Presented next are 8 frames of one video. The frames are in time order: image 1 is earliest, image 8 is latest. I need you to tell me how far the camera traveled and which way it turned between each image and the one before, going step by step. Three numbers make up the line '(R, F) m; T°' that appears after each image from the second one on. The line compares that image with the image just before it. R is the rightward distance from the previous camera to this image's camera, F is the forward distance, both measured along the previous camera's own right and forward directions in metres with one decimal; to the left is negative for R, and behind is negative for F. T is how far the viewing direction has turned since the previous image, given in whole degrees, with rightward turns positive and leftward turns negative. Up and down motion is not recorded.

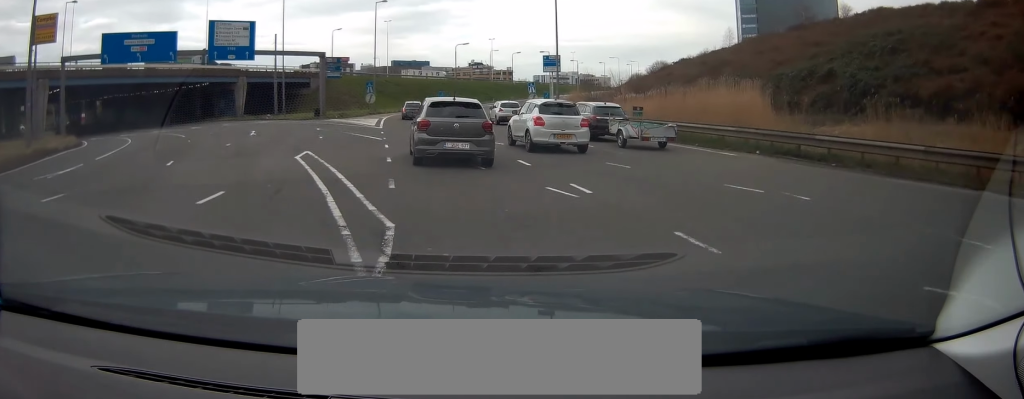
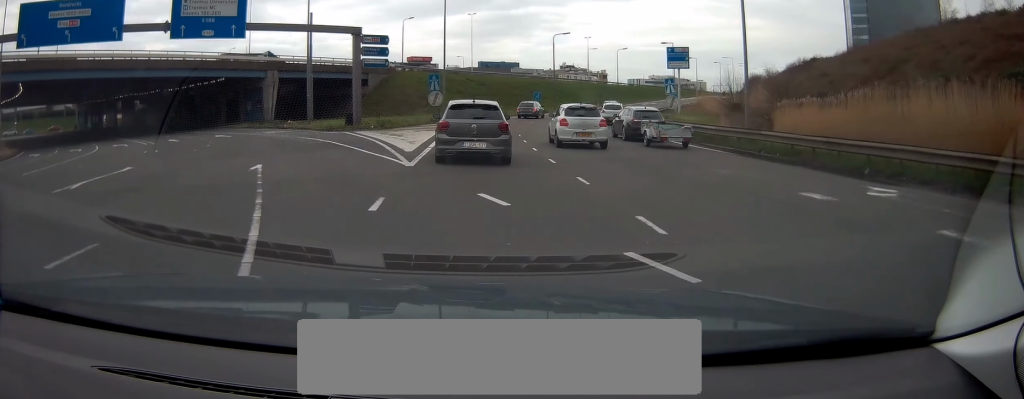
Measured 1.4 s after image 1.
(-1.5, +18.7) m; -7°
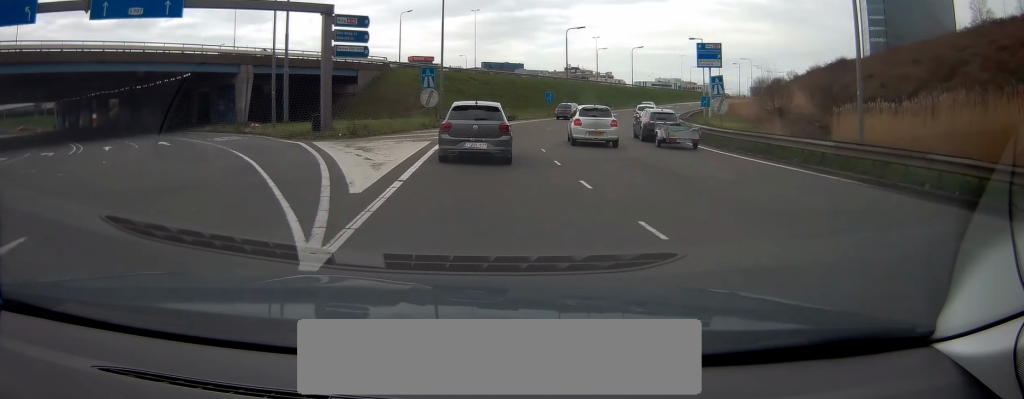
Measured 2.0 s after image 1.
(-0.2, +8.1) m; -1°
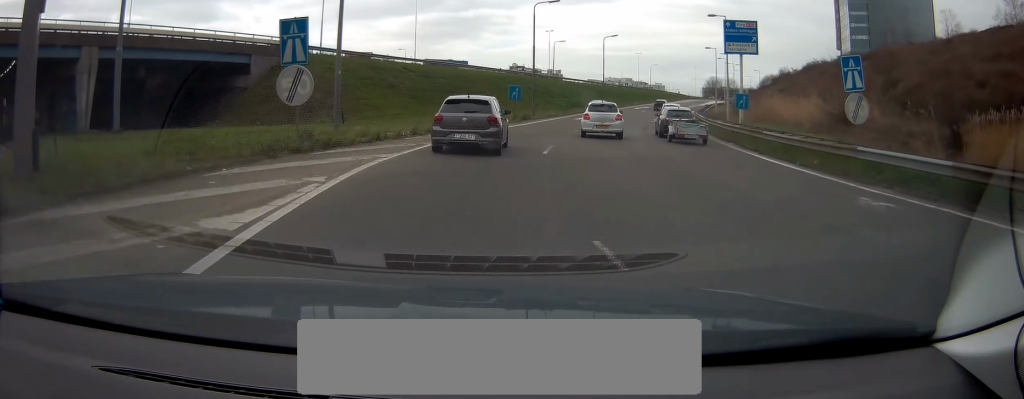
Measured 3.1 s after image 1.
(+0.1, +17.6) m; +3°
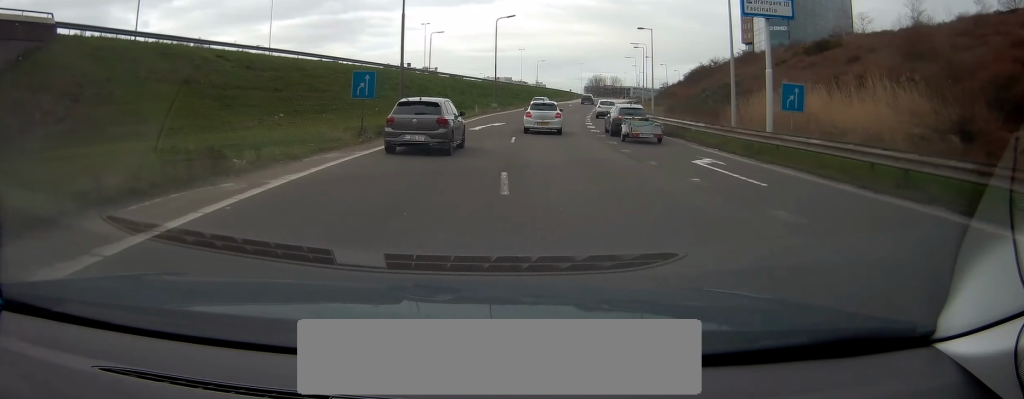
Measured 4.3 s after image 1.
(+1.0, +18.8) m; +8°
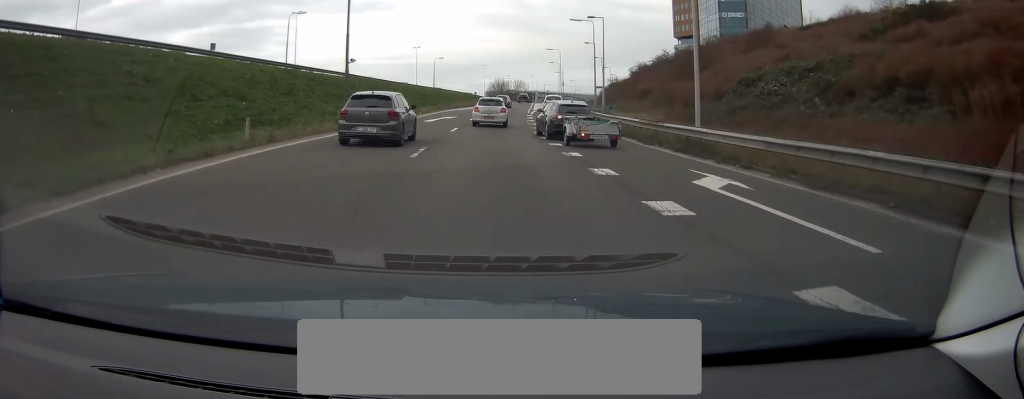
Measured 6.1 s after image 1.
(+4.2, +31.3) m; +13°
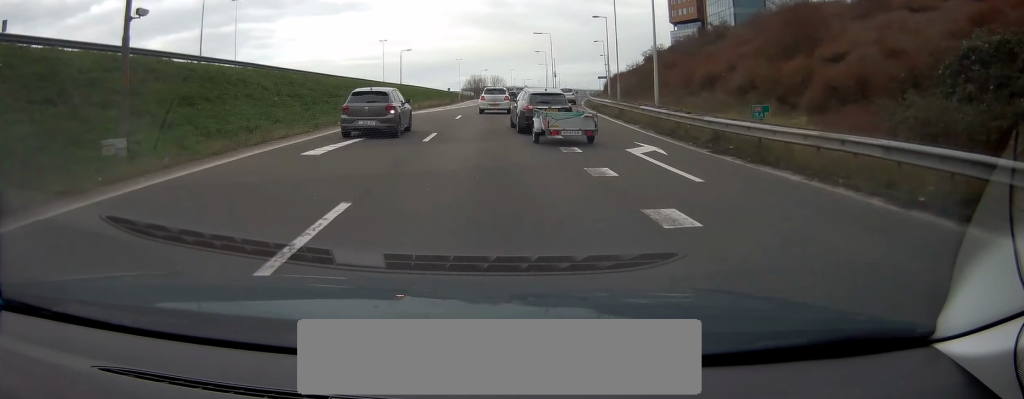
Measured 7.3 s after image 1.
(+0.7, +21.0) m; +3°
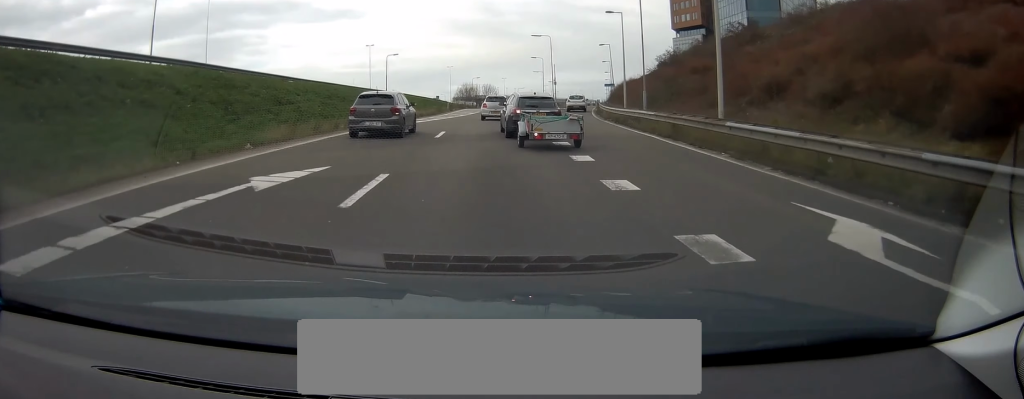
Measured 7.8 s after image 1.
(0.0, +9.5) m; +1°
